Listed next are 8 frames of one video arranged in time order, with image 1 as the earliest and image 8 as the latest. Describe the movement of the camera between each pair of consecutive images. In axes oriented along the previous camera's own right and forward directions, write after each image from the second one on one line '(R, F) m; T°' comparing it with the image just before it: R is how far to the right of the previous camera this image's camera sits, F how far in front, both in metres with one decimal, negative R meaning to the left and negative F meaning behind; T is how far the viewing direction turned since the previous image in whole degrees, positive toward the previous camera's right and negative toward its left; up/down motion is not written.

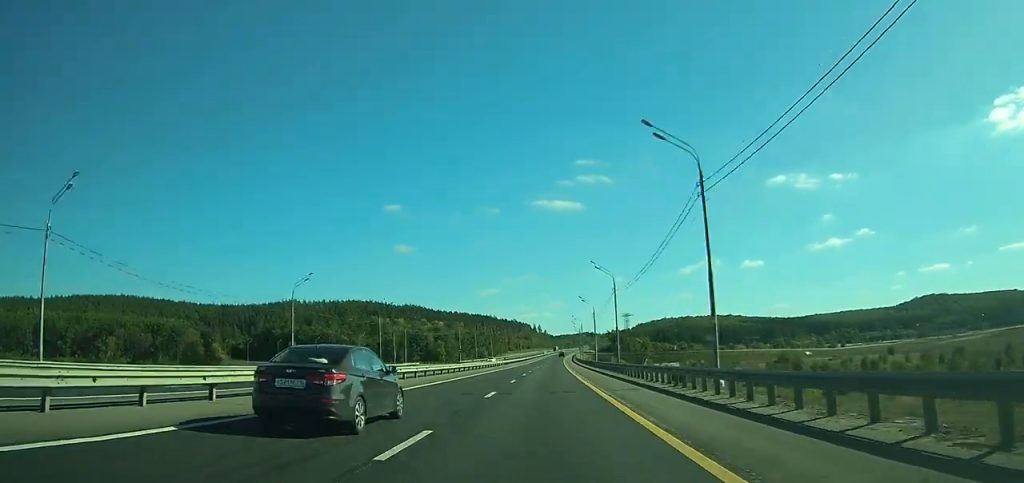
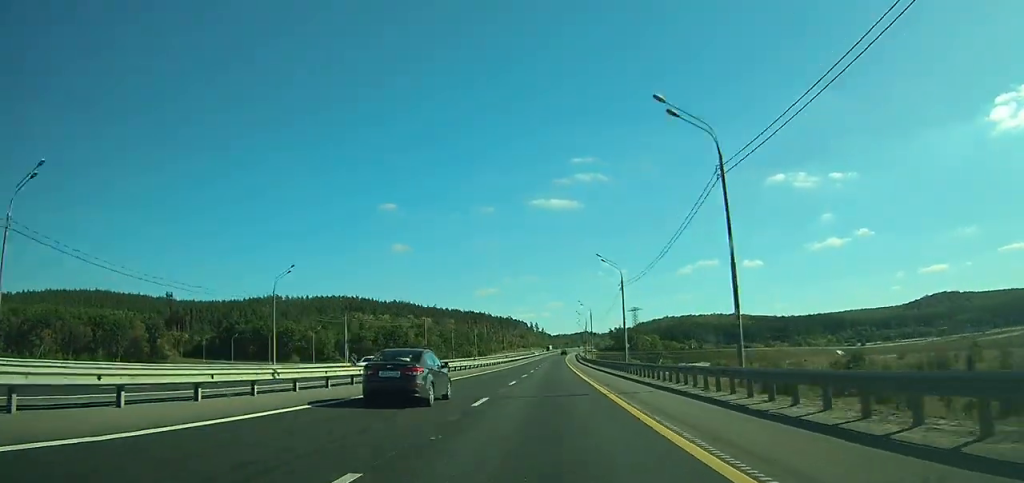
(+0.1, +40.2) m; 0°
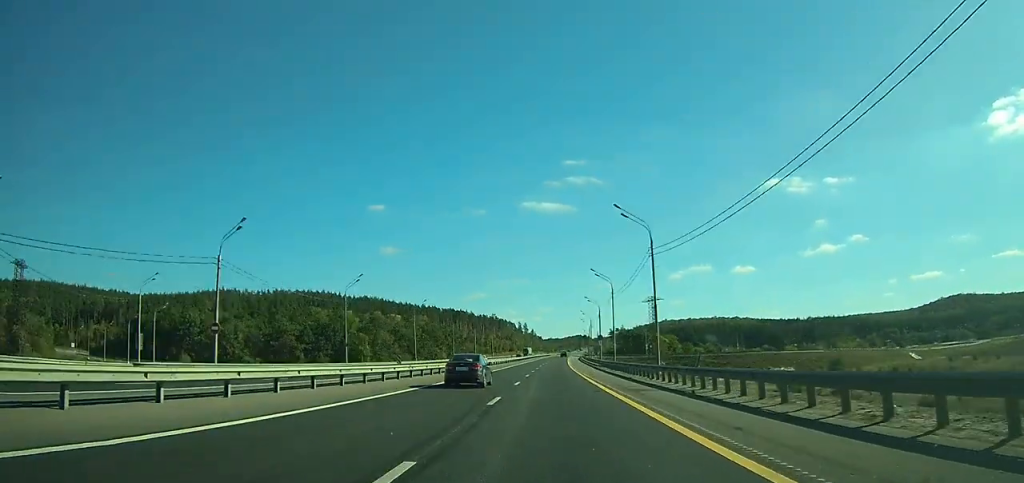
(+0.1, +71.8) m; +1°
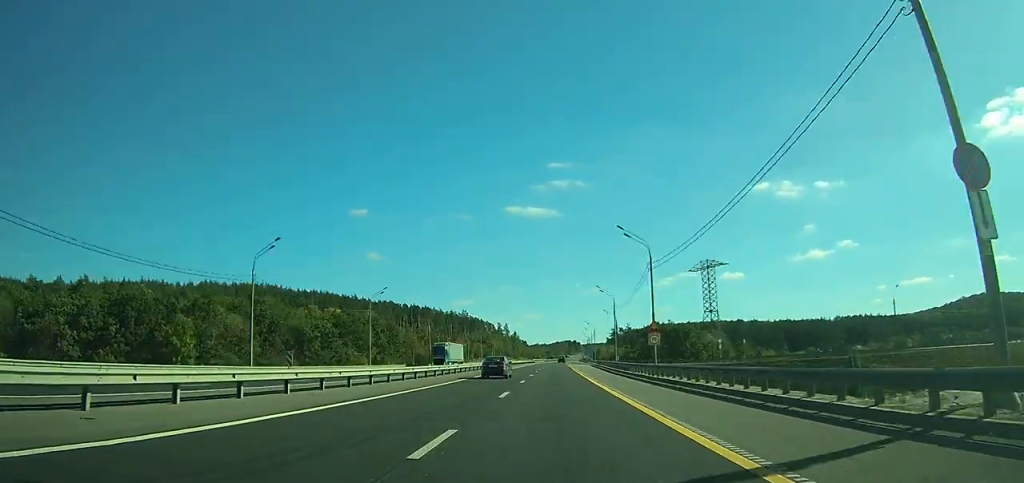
(+1.1, +91.8) m; +1°
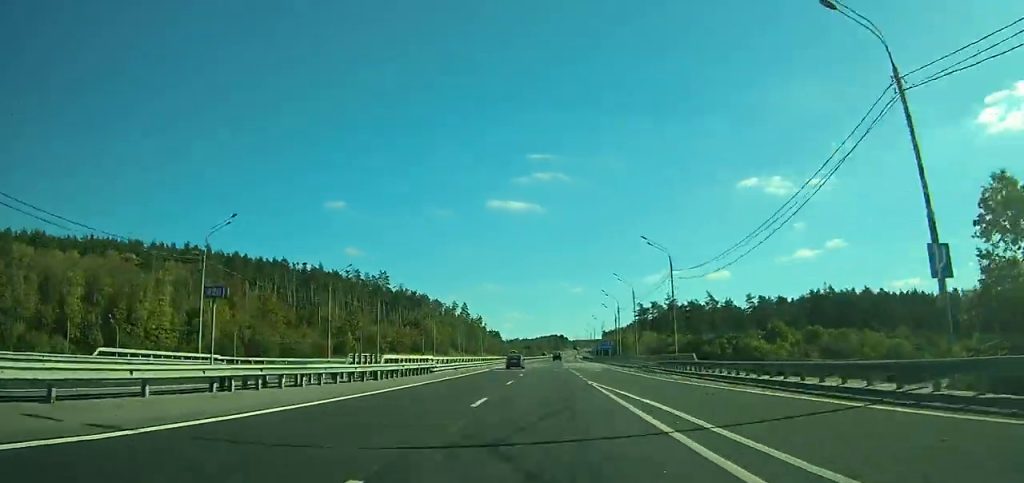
(+2.2, +140.9) m; +1°
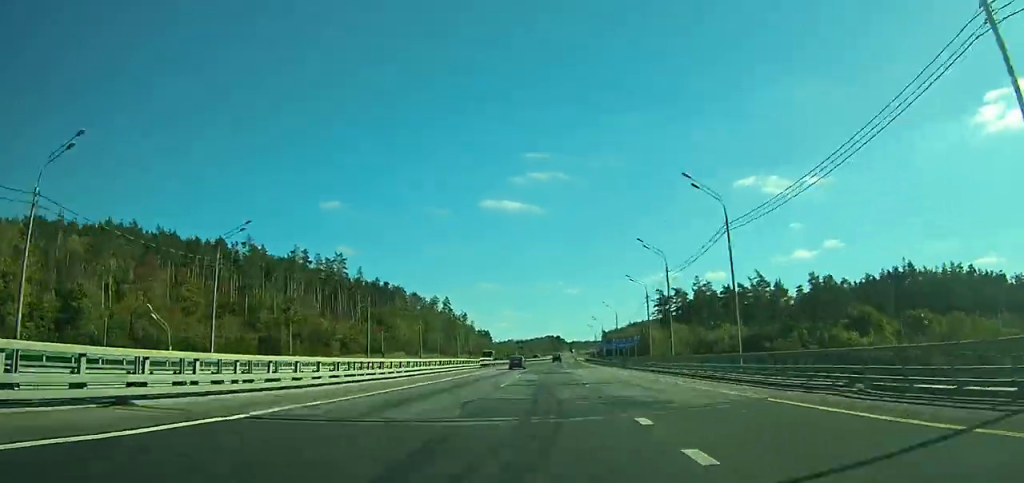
(+0.1, +39.2) m; 0°
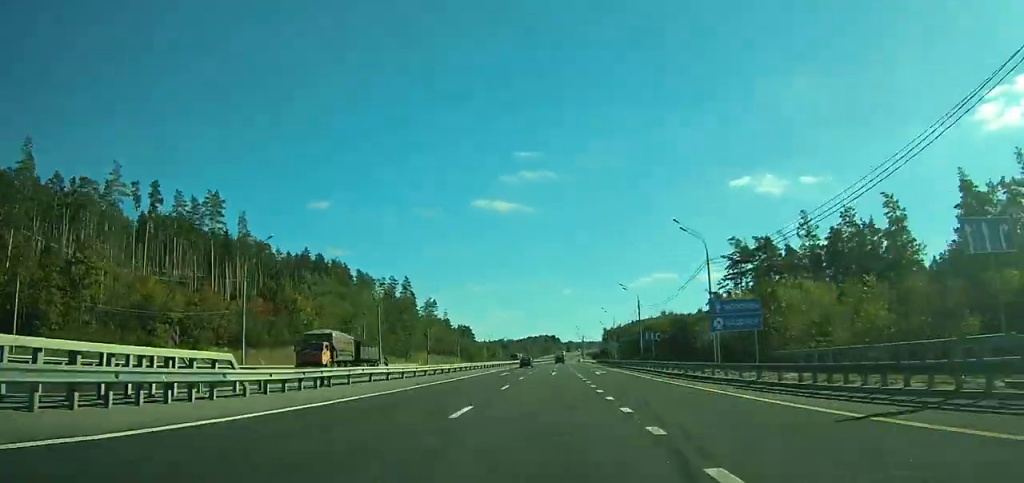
(0.0, +64.4) m; +1°
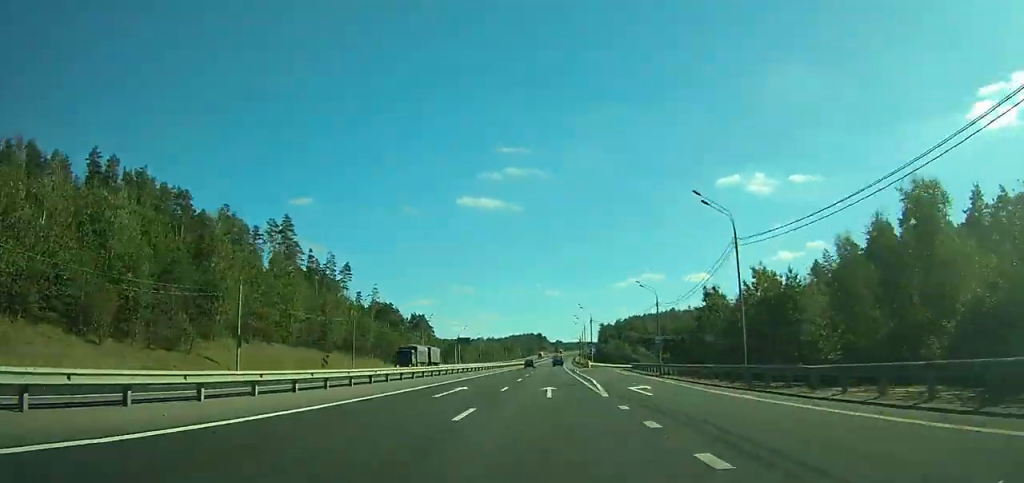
(+1.0, +88.0) m; +1°
